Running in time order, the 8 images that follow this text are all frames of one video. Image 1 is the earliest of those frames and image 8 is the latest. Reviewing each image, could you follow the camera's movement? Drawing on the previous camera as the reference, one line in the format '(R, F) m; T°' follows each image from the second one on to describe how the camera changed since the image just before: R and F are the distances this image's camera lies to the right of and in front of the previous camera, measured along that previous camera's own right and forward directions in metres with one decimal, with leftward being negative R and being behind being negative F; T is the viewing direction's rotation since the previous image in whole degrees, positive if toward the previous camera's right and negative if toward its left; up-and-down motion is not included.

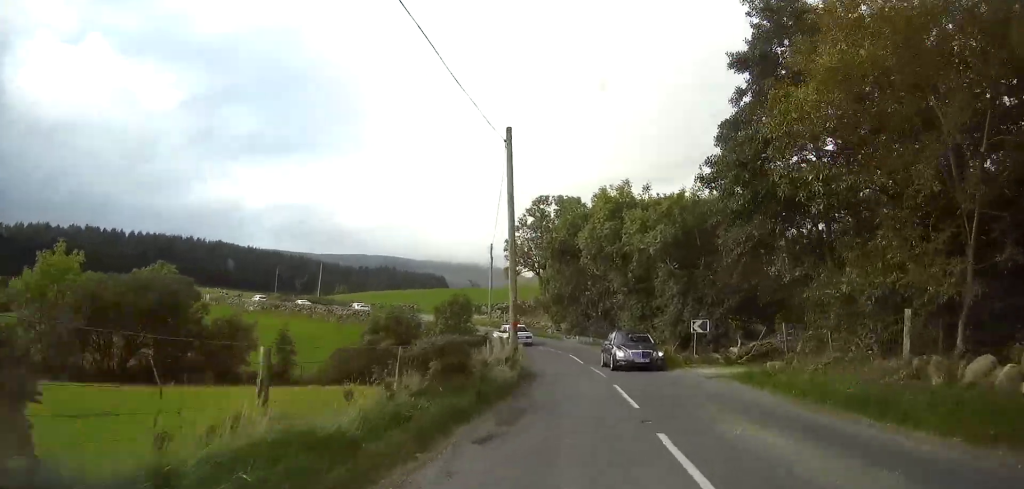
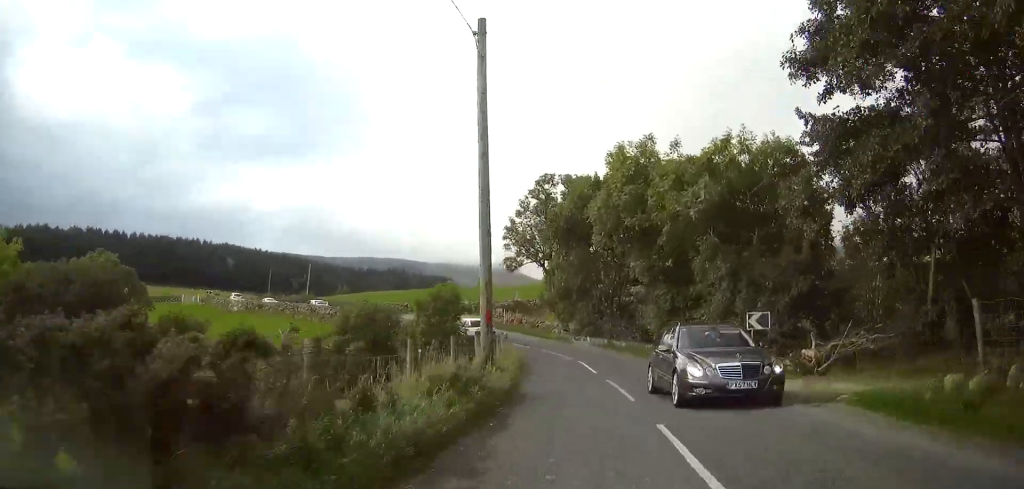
(0.0, +7.1) m; -1°
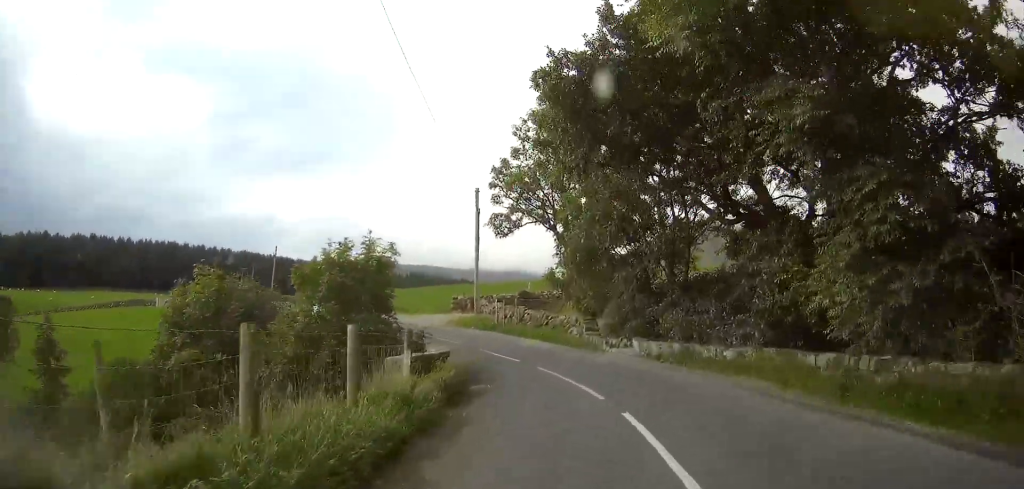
(-0.5, +17.3) m; -9°
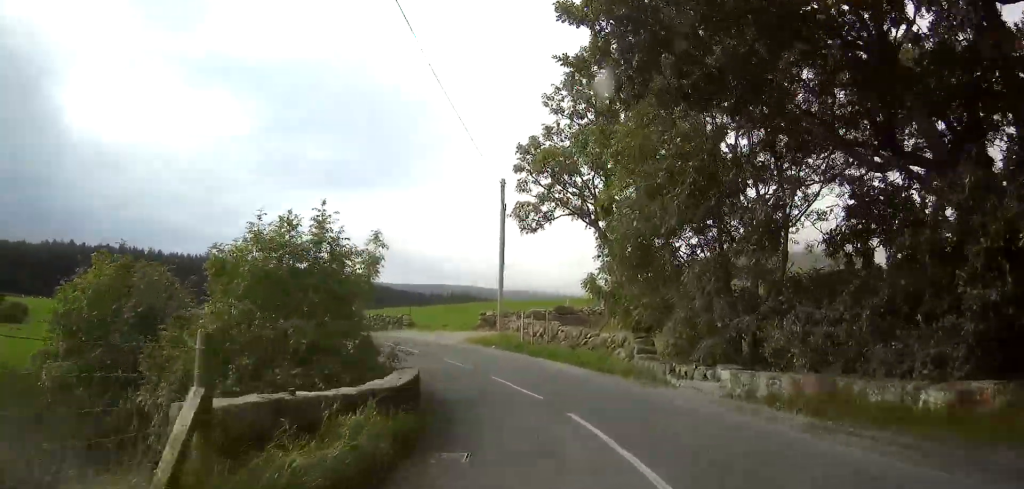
(-0.4, +6.7) m; -6°
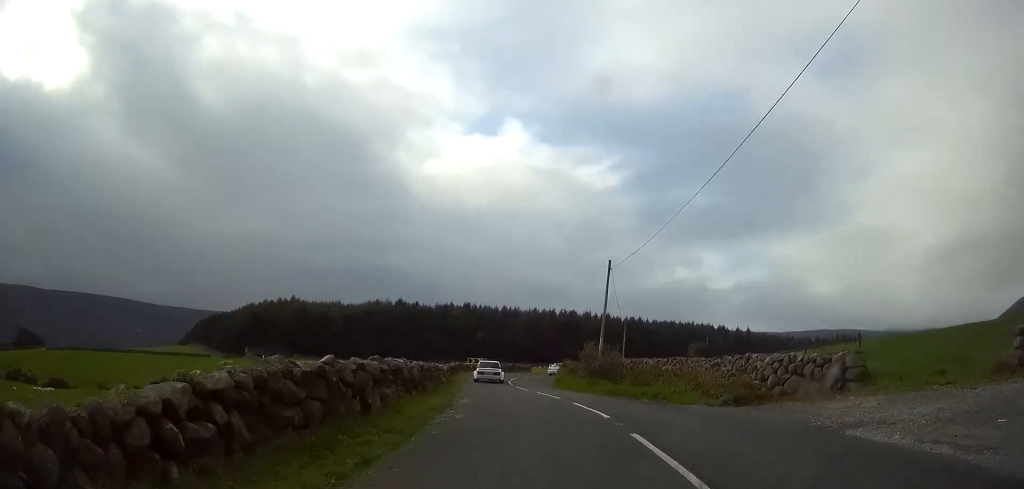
(-8.4, +31.3) m; -25°
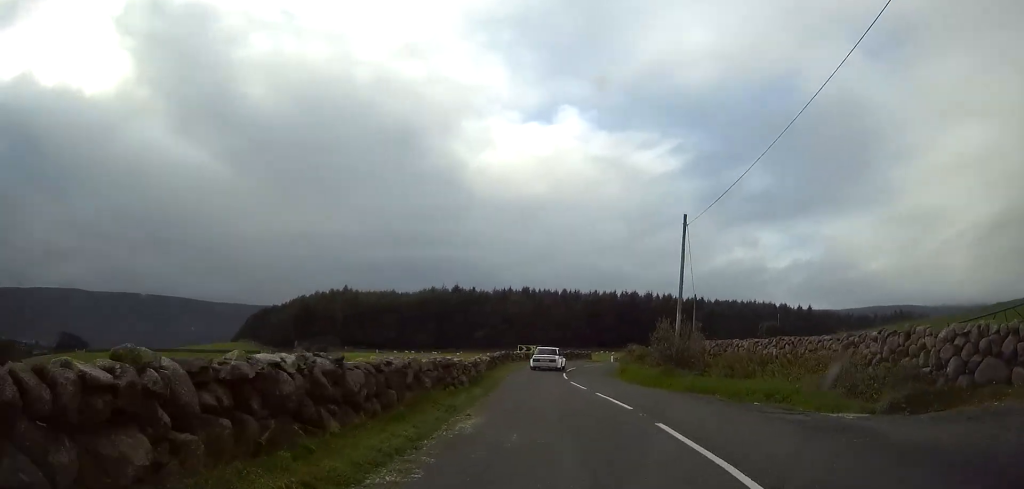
(-0.3, +8.3) m; -3°
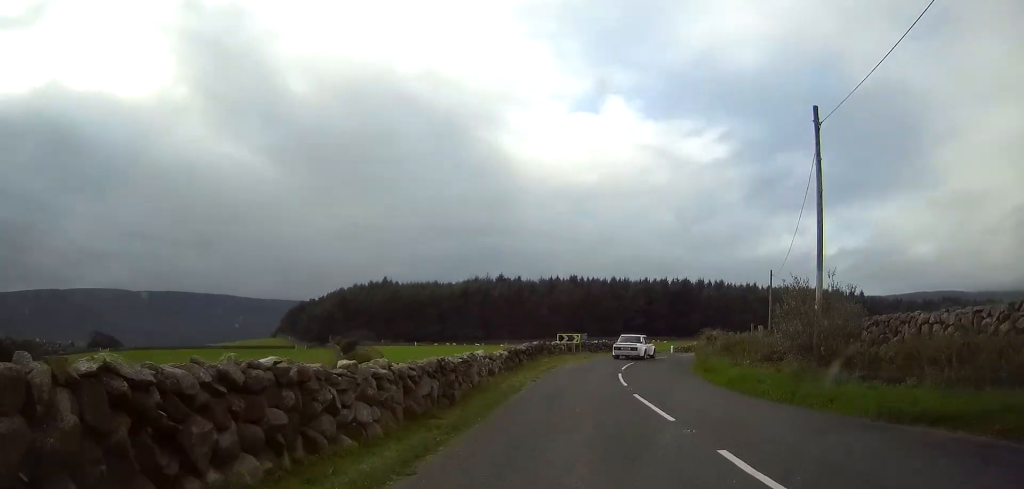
(-0.5, +12.0) m; -1°
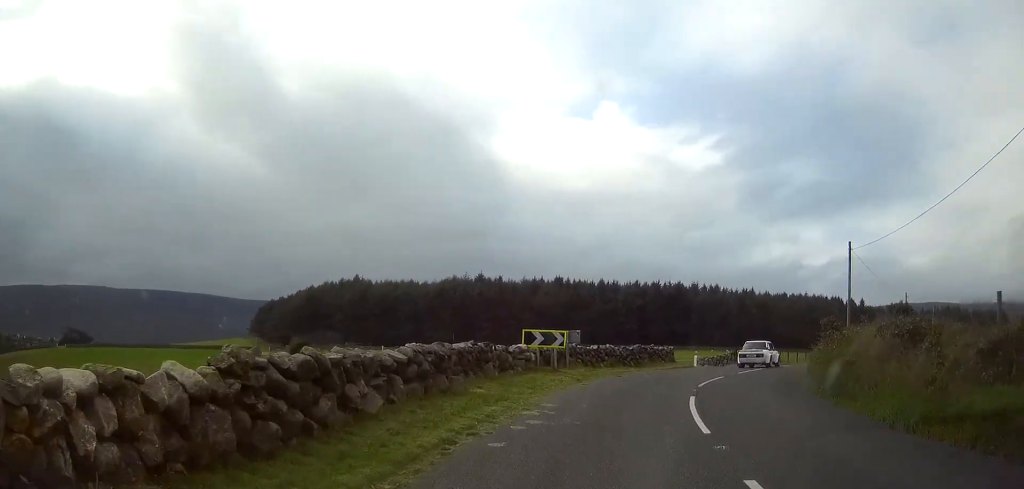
(+0.8, +19.0) m; +8°
